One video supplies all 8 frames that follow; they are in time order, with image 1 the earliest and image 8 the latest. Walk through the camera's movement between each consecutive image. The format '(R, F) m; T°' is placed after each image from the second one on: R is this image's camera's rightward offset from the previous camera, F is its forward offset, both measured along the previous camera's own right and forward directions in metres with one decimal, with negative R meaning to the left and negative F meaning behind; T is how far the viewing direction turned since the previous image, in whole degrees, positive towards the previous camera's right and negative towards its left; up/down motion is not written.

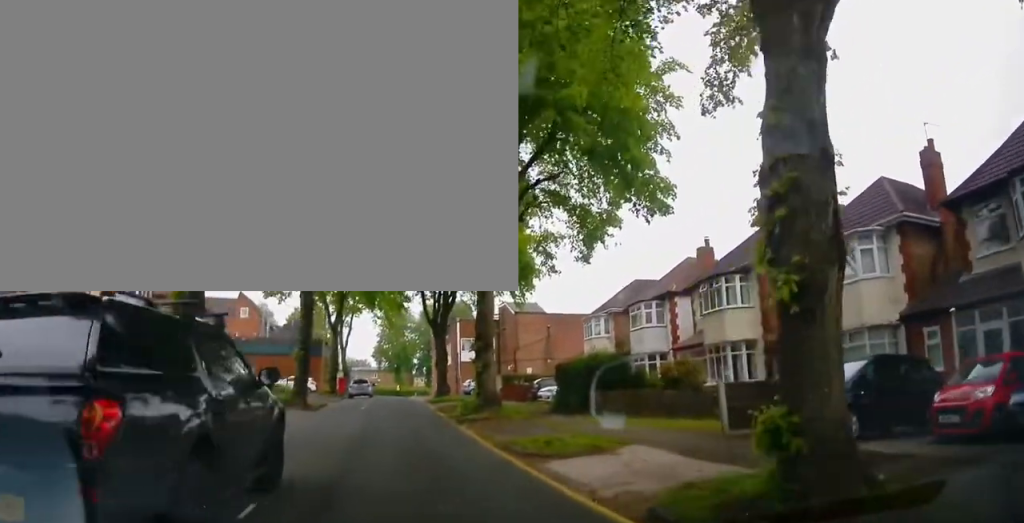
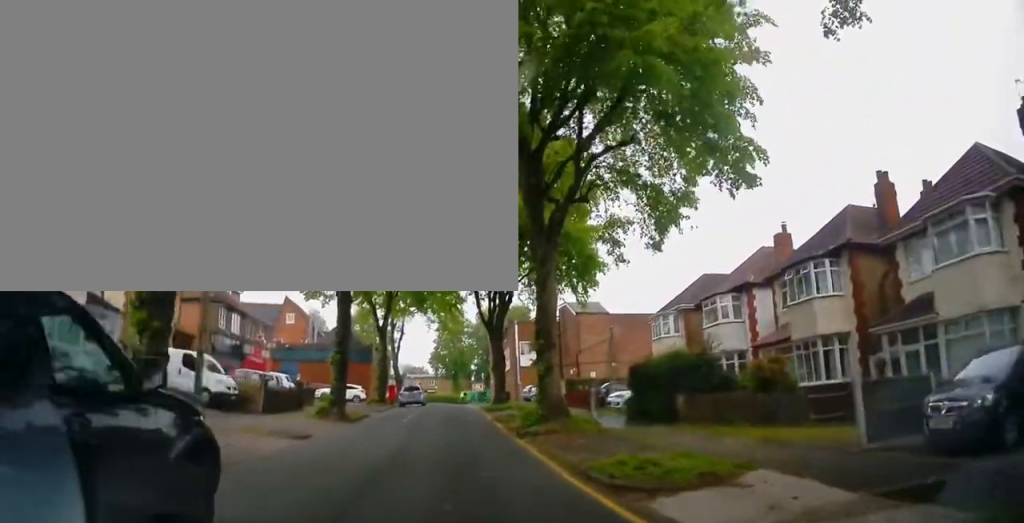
(-0.4, +2.9) m; -7°
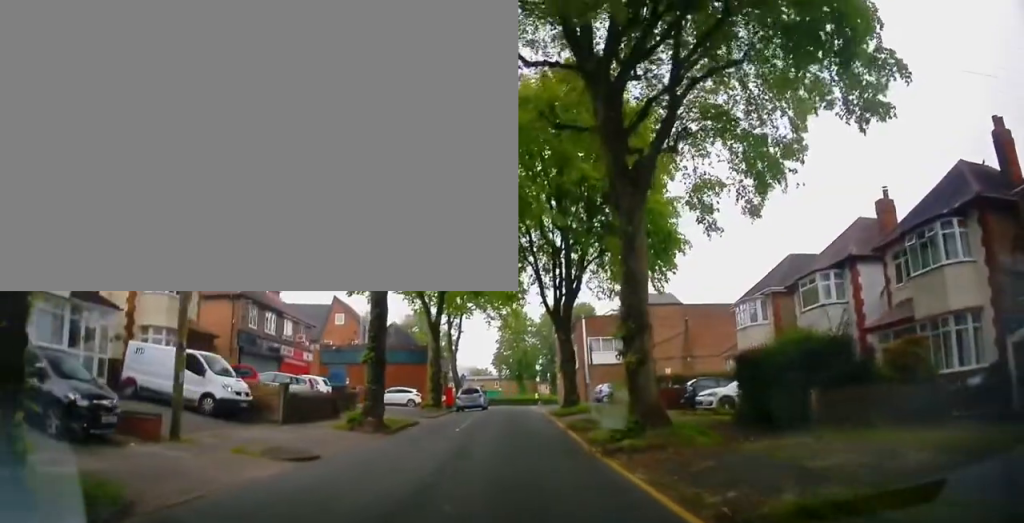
(+0.2, +4.0) m; +3°
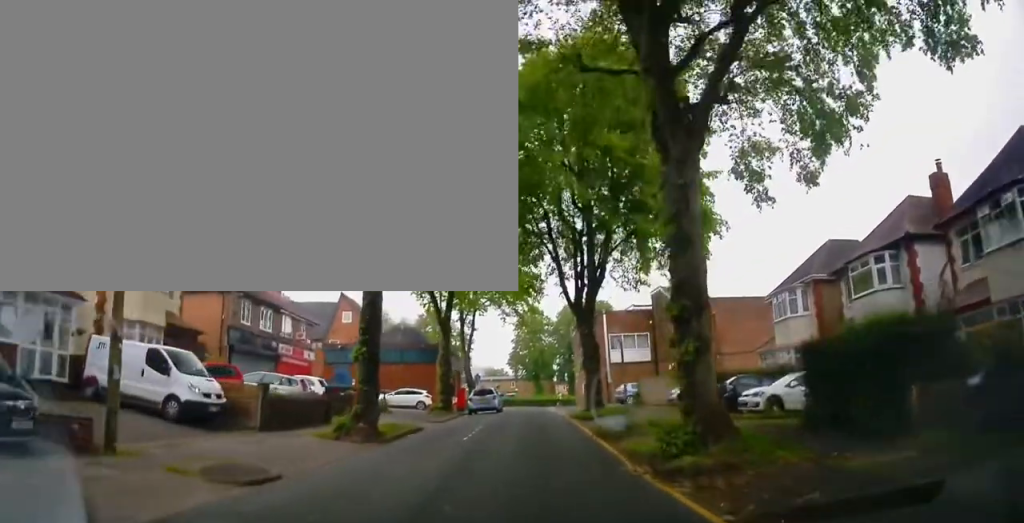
(+0.4, +2.7) m; -6°
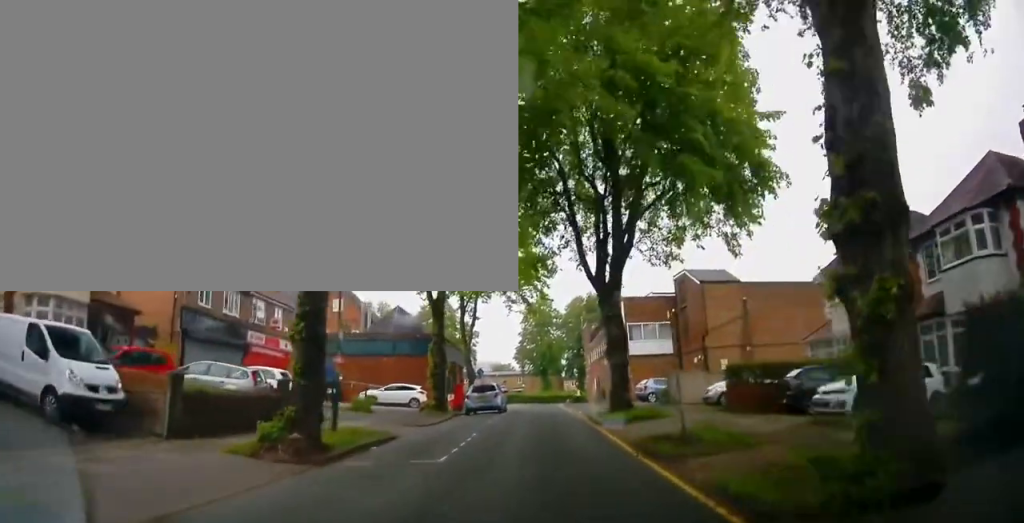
(-1.0, +4.2) m; -6°
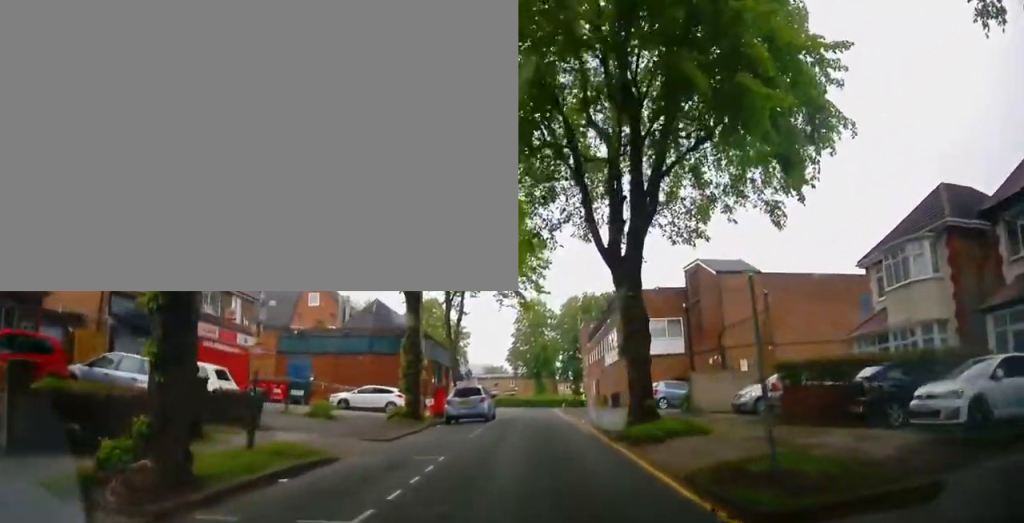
(+0.5, +4.6) m; +5°
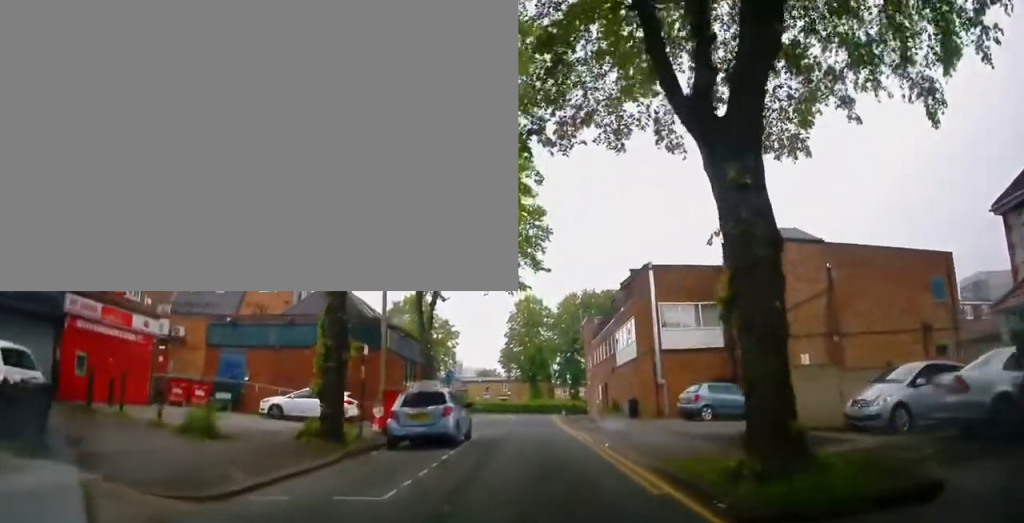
(-1.0, +9.0) m; -10°
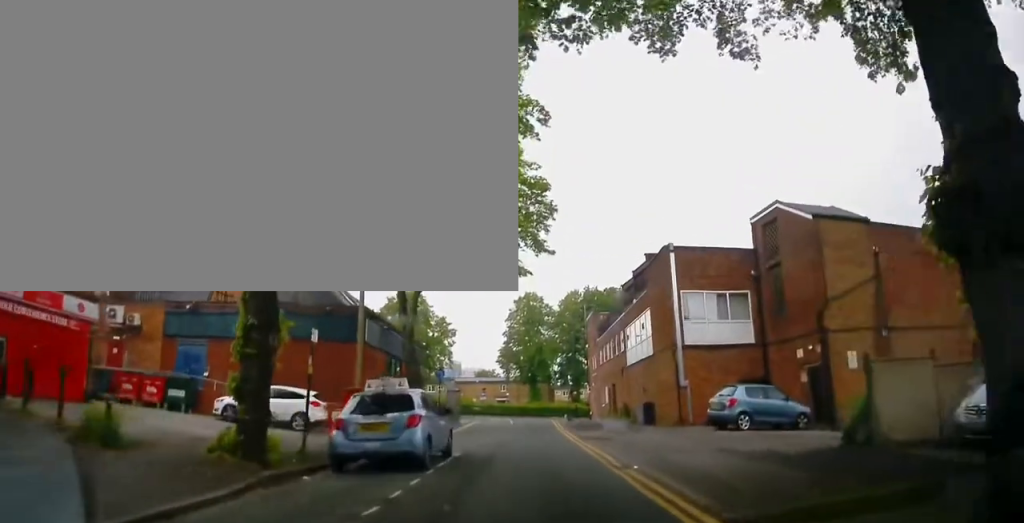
(0.0, +4.2) m; +5°
